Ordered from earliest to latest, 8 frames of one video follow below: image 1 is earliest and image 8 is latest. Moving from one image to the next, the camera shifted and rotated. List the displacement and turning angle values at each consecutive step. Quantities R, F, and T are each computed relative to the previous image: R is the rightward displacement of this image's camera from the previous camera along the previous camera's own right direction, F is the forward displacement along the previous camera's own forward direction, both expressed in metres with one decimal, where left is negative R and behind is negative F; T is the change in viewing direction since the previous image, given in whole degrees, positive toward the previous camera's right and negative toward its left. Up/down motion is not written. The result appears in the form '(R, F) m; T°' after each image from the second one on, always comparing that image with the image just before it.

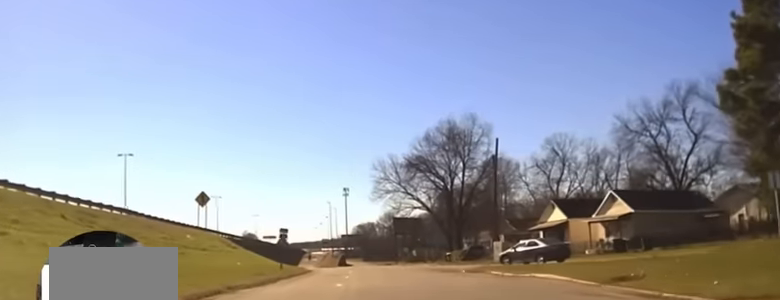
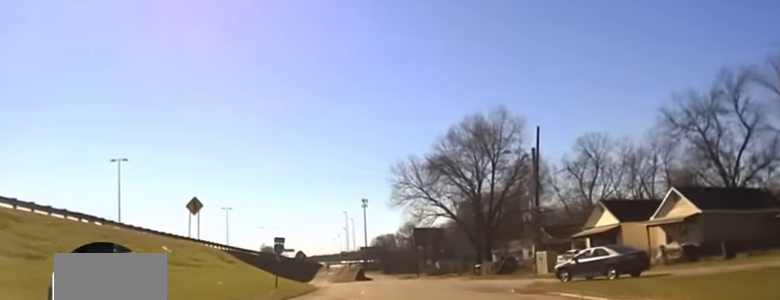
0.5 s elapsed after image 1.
(-0.2, +10.4) m; -2°
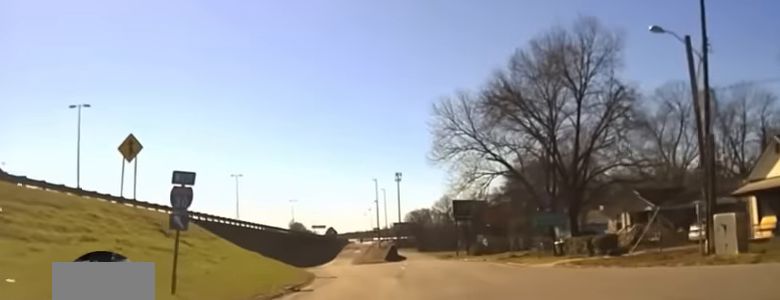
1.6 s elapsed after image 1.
(-0.5, +22.8) m; -3°
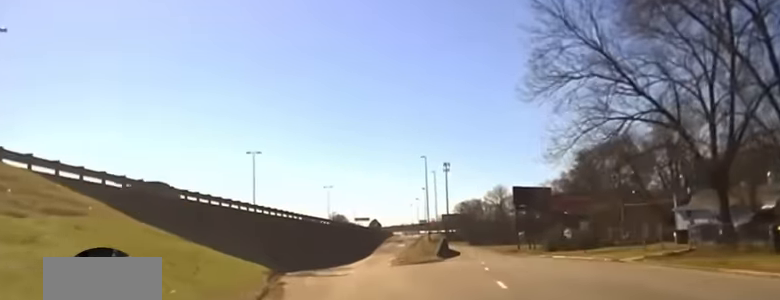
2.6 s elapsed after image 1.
(-0.9, +26.8) m; -3°
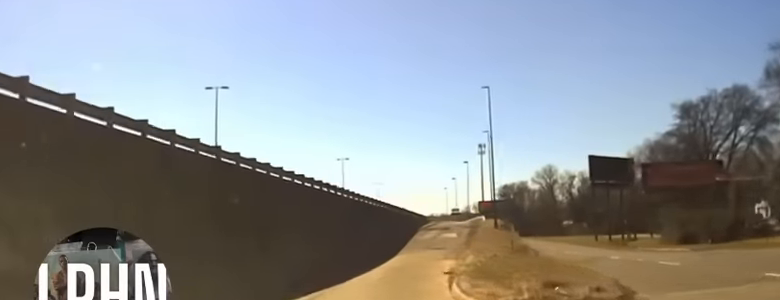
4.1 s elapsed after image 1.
(-1.2, +41.6) m; -2°
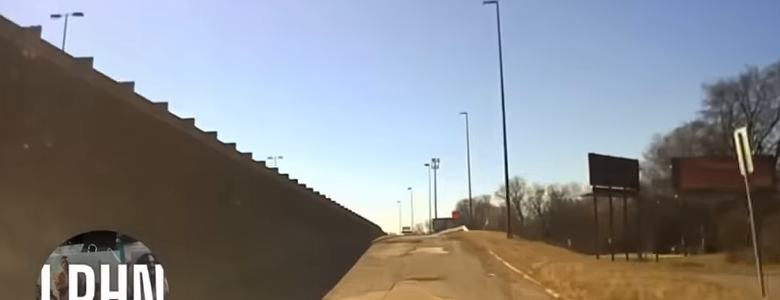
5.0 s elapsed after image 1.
(0.0, +27.3) m; +2°
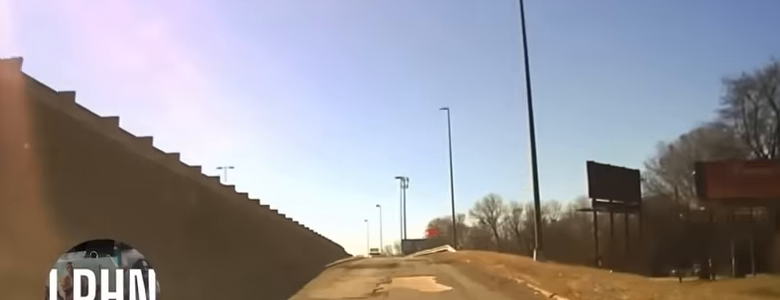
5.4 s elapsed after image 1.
(+0.3, +14.1) m; +1°
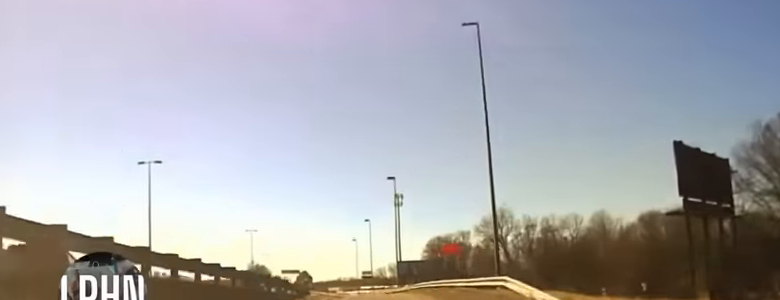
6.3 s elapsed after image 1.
(+1.1, +29.0) m; +2°
